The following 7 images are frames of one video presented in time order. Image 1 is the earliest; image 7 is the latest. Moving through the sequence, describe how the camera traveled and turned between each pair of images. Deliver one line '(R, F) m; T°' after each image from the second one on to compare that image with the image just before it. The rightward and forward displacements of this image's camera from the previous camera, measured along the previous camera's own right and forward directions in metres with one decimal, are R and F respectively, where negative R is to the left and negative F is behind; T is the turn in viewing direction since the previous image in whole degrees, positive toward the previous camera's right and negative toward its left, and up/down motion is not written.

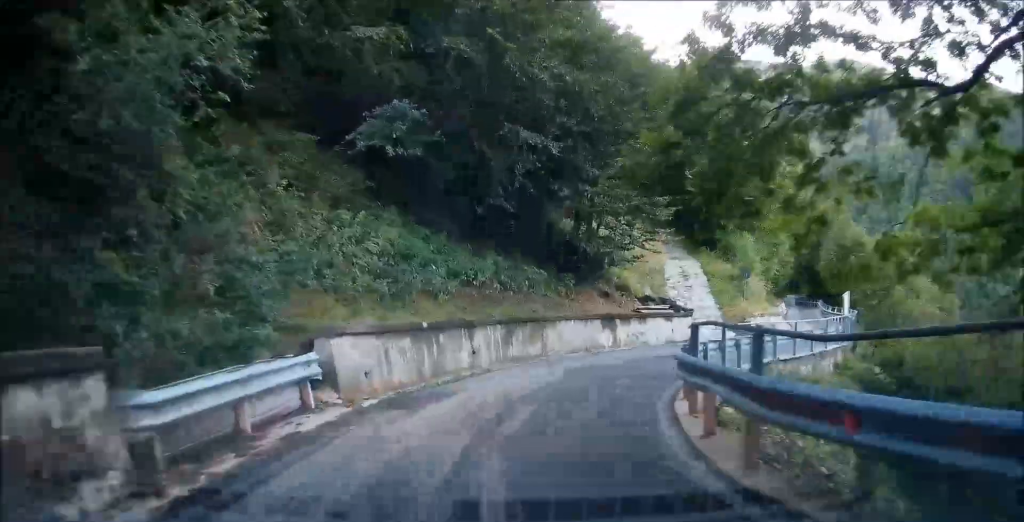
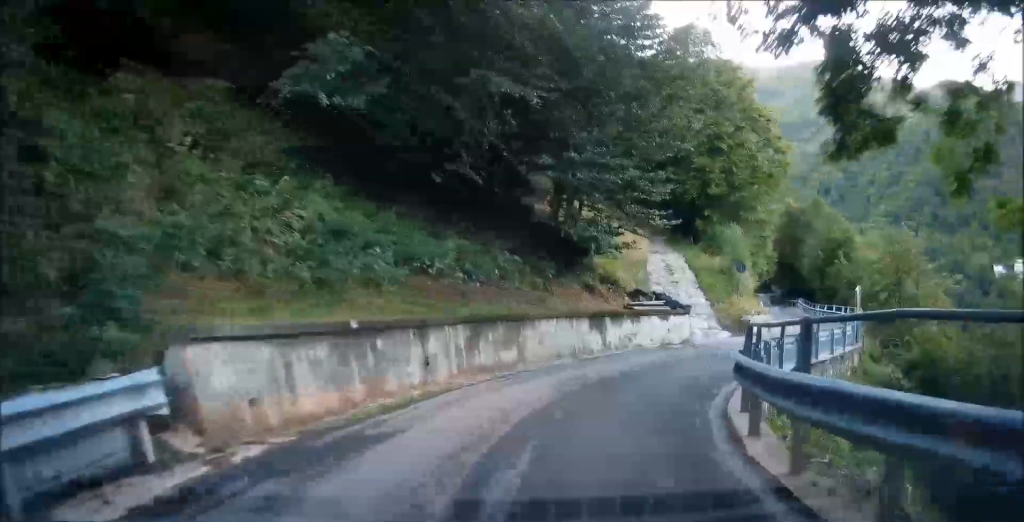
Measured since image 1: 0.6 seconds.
(+0.2, +4.7) m; -3°
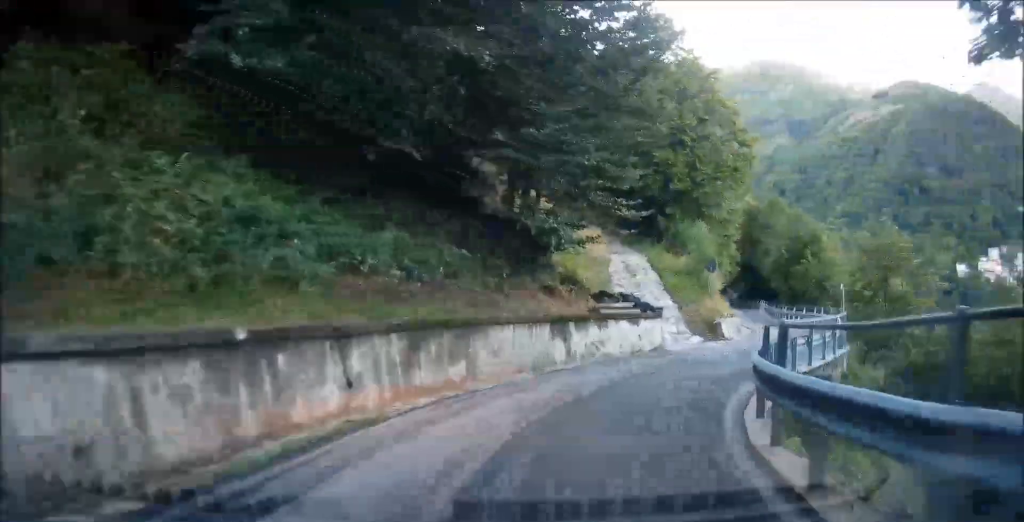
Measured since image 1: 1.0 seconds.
(-0.1, +2.9) m; -1°
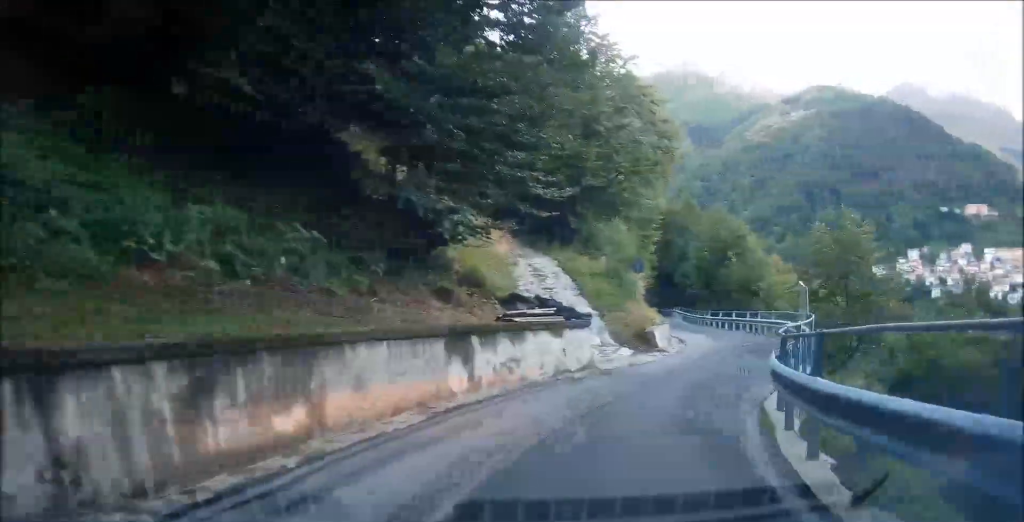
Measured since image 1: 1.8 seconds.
(-0.5, +5.8) m; -2°
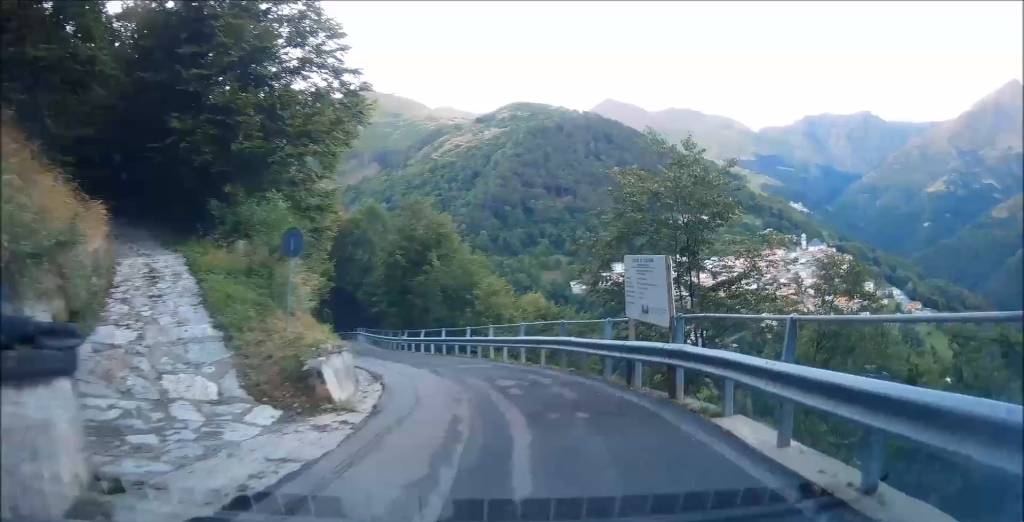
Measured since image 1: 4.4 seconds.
(+0.9, +14.6) m; +18°
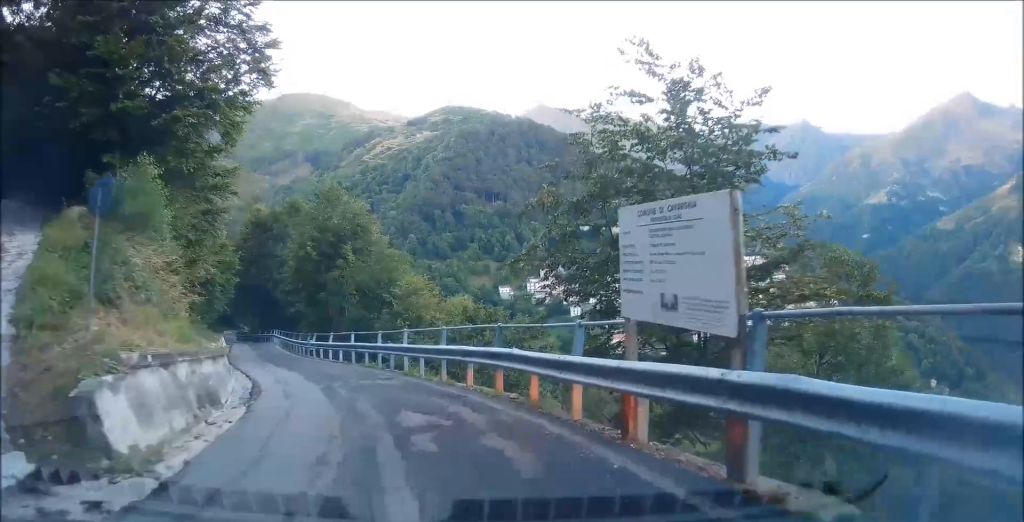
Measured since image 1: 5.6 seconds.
(+1.3, +4.9) m; +16°
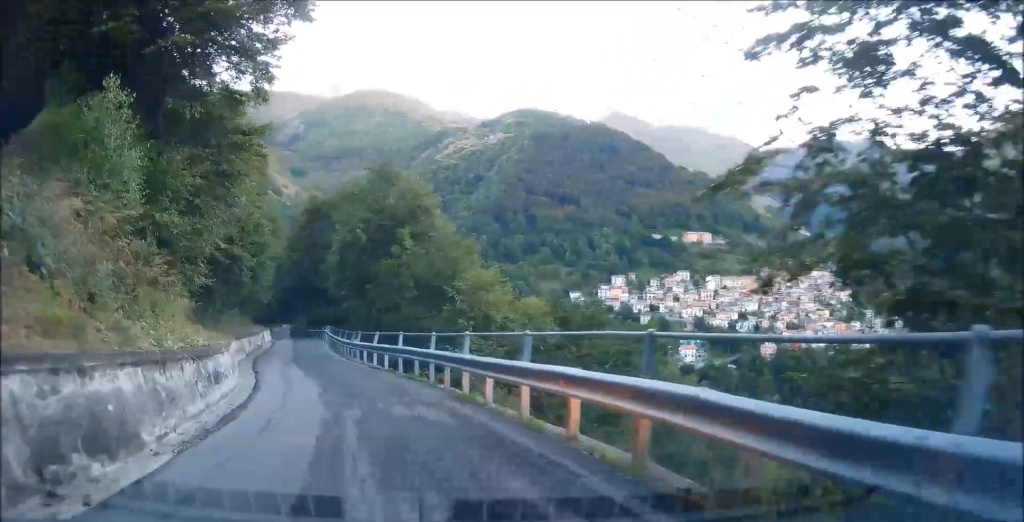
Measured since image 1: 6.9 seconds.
(-0.5, +5.4) m; -6°
